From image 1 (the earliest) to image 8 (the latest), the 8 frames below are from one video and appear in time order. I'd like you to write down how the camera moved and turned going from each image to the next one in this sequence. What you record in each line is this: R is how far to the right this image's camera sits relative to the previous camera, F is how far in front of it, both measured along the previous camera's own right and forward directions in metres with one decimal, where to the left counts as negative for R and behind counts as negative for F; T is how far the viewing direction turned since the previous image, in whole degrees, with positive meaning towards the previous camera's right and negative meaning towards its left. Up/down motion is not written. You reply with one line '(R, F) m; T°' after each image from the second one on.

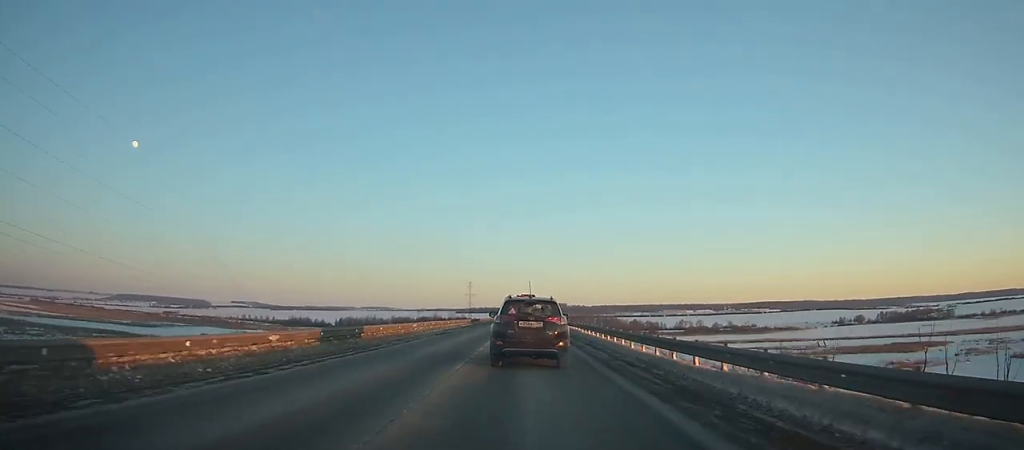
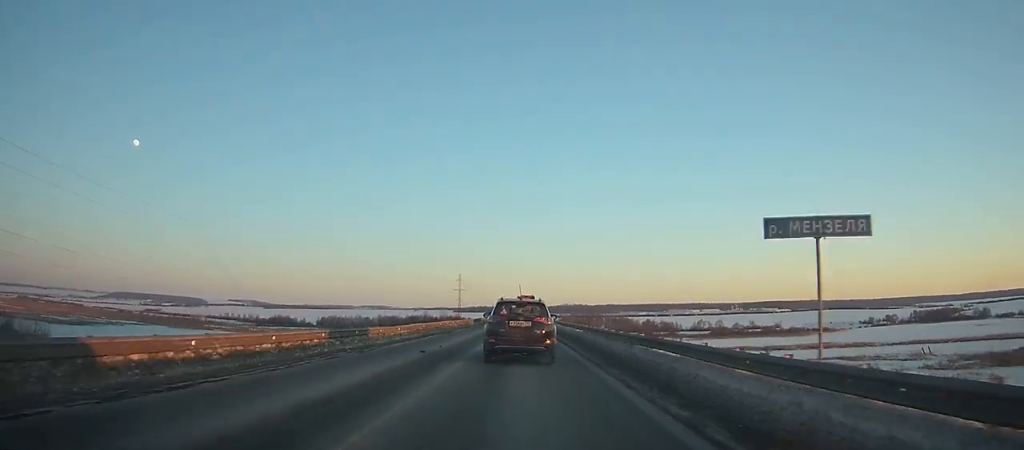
(0.0, +74.2) m; 0°
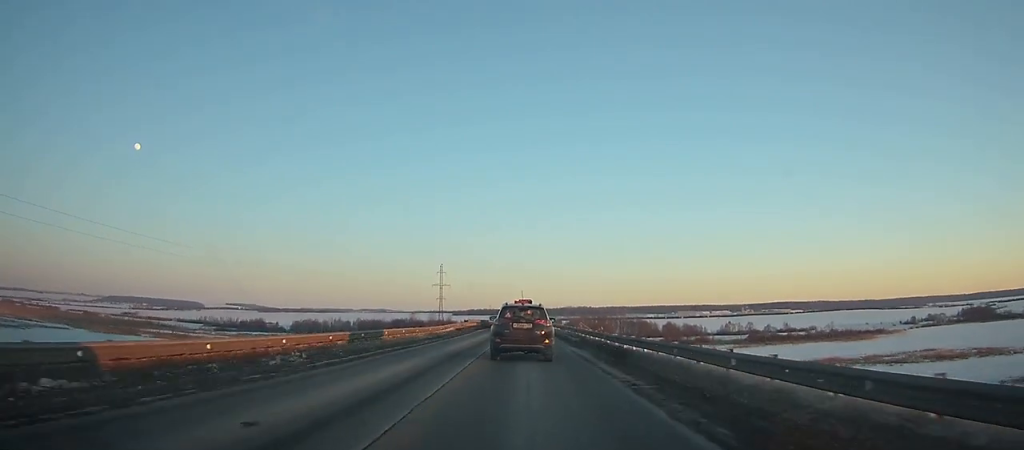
(-0.3, +88.0) m; 0°
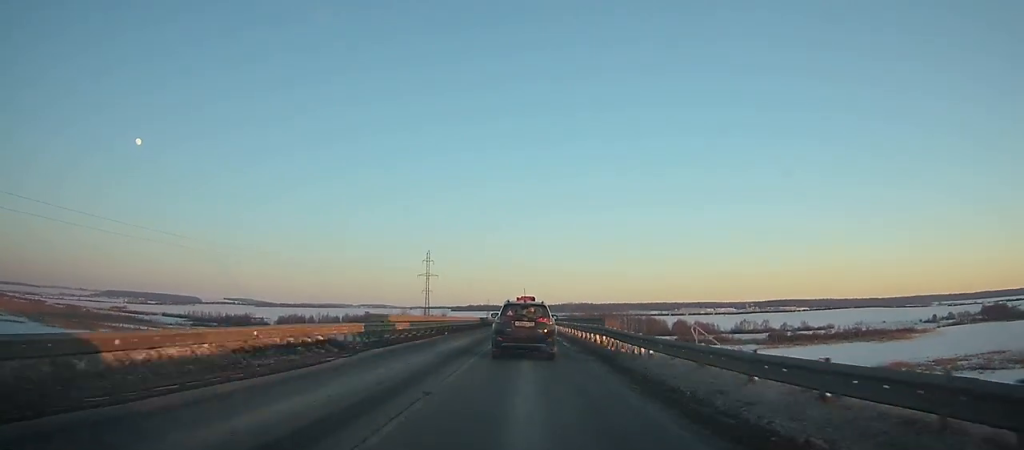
(-0.1, +38.6) m; 0°
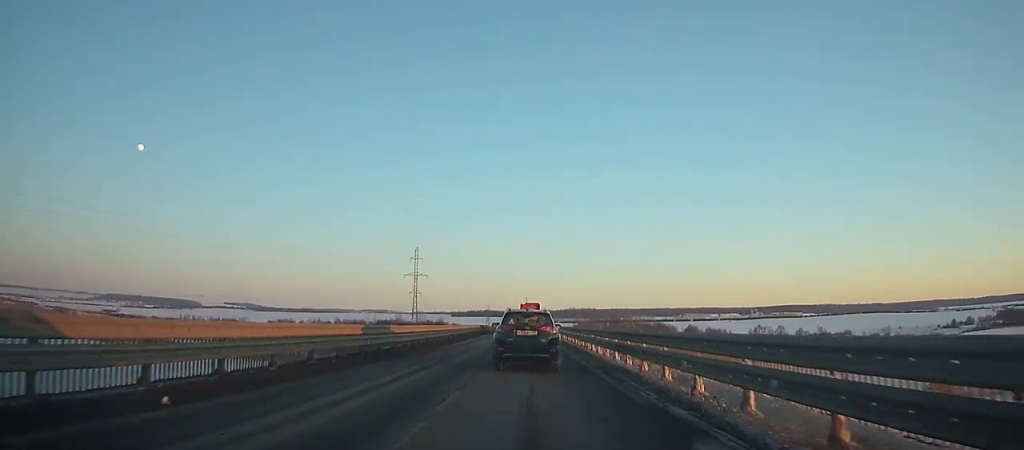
(0.0, +29.1) m; 0°
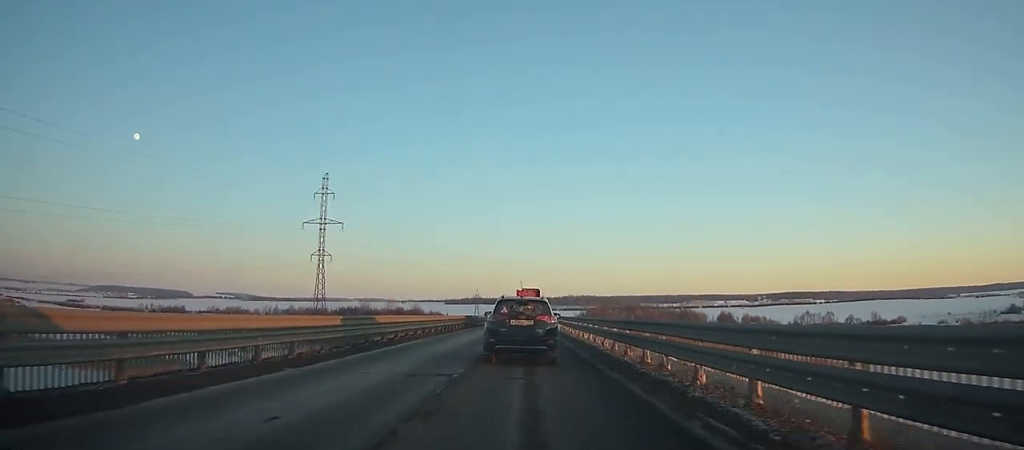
(+0.3, +94.2) m; 0°
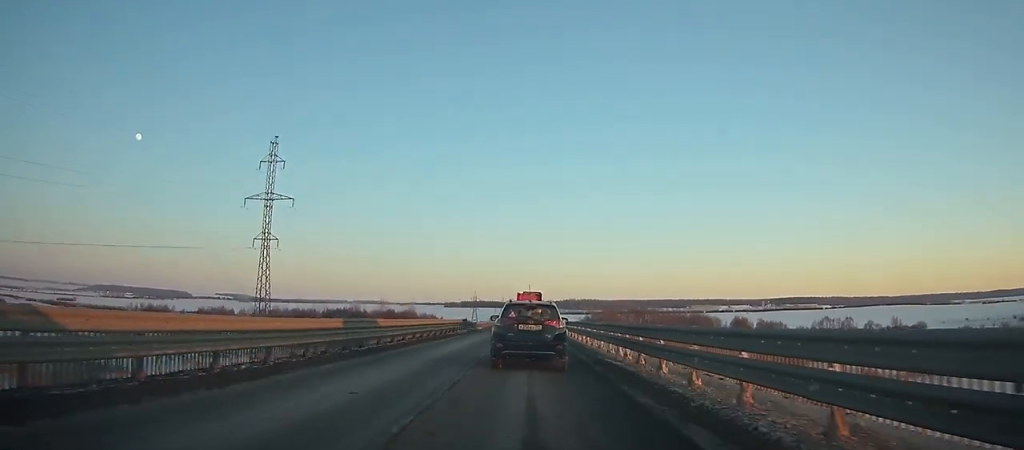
(0.0, +26.4) m; 0°
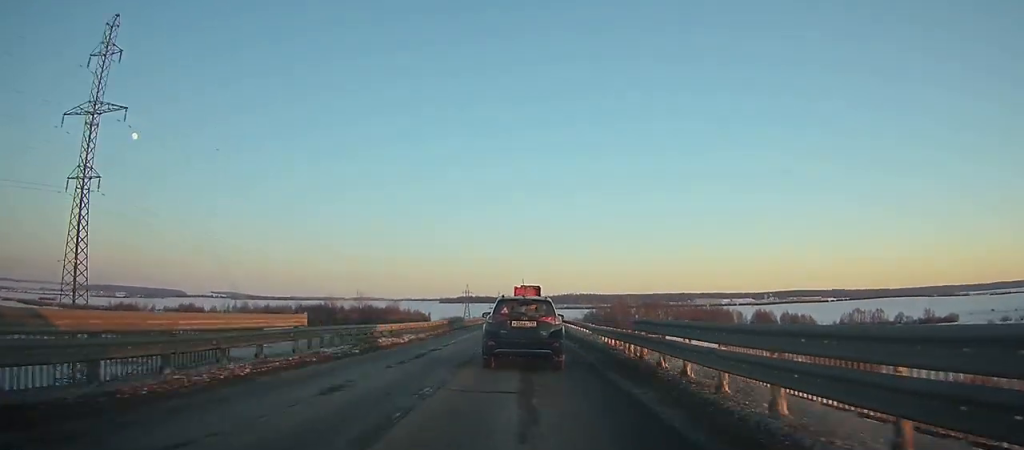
(0.0, +40.8) m; 0°
